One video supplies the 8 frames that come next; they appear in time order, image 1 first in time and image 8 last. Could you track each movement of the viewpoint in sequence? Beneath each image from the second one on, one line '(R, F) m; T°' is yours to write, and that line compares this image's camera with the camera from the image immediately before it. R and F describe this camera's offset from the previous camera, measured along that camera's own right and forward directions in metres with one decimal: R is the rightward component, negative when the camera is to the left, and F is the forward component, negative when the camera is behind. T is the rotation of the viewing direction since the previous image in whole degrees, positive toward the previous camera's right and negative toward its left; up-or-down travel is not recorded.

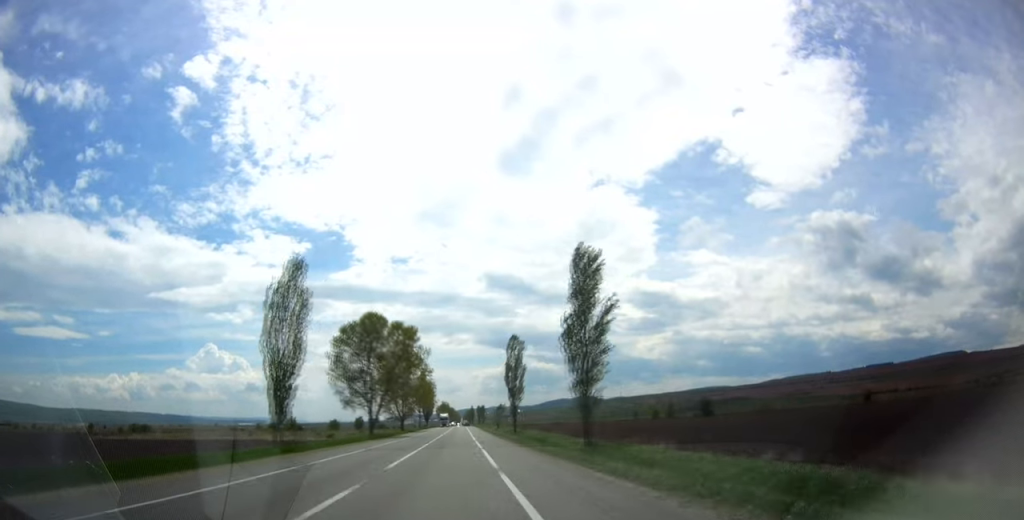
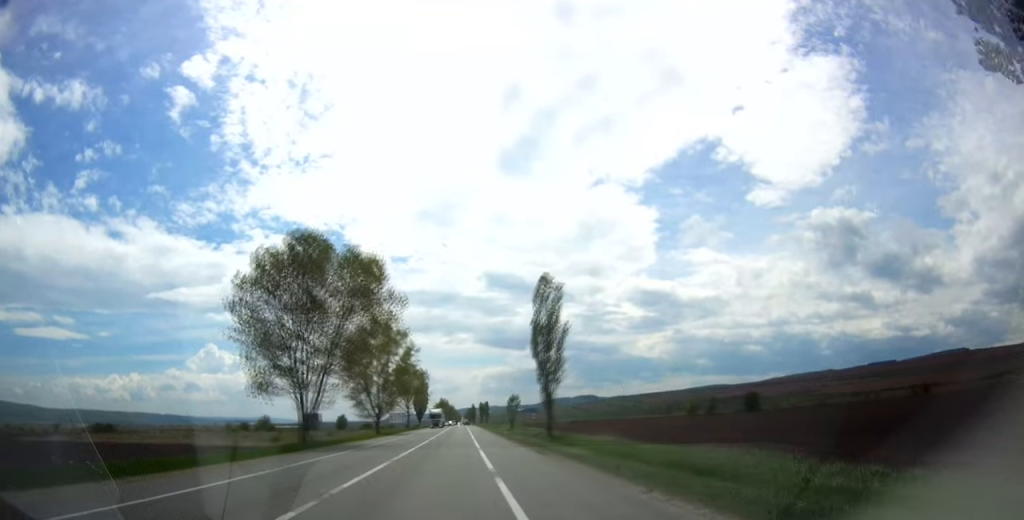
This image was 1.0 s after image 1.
(0.0, +30.9) m; 0°
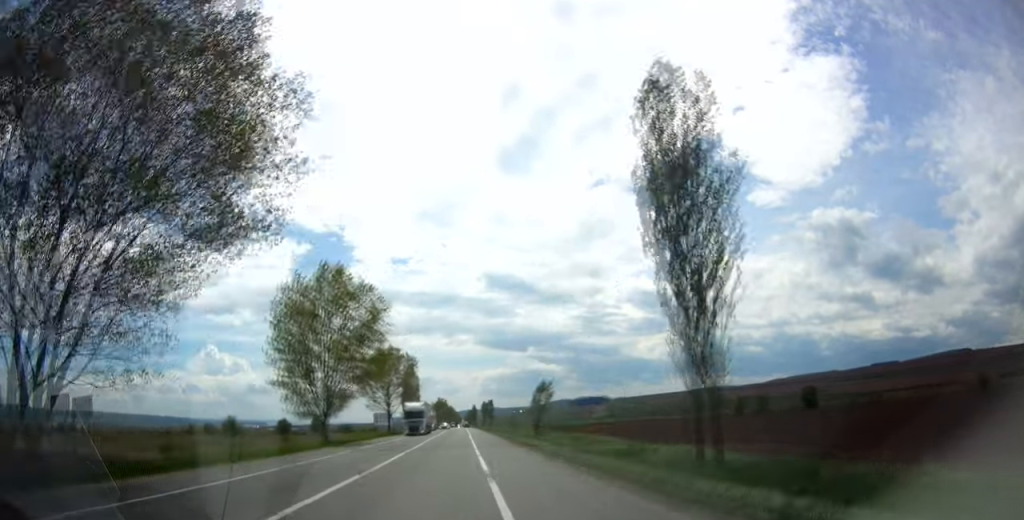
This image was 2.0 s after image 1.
(+0.2, +29.8) m; 0°
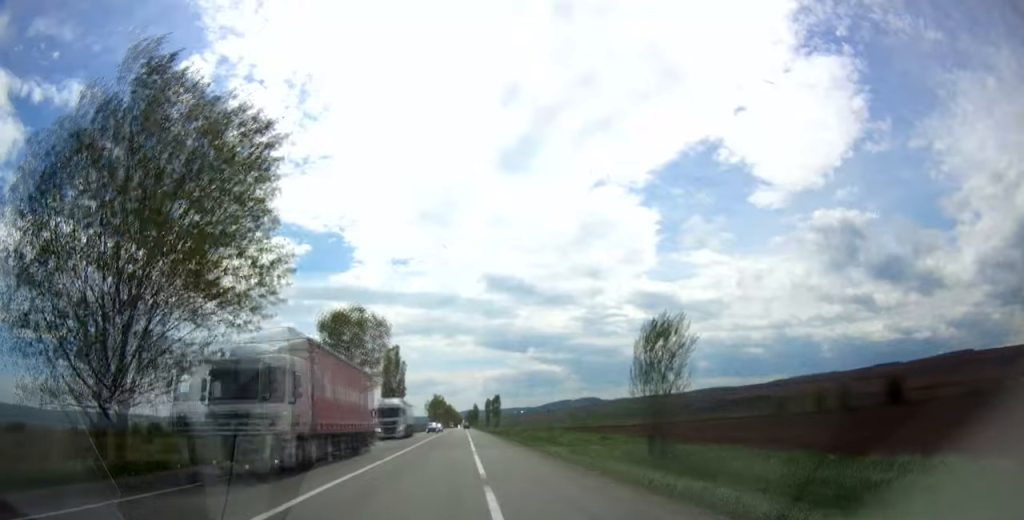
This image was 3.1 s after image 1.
(-0.1, +31.2) m; 0°
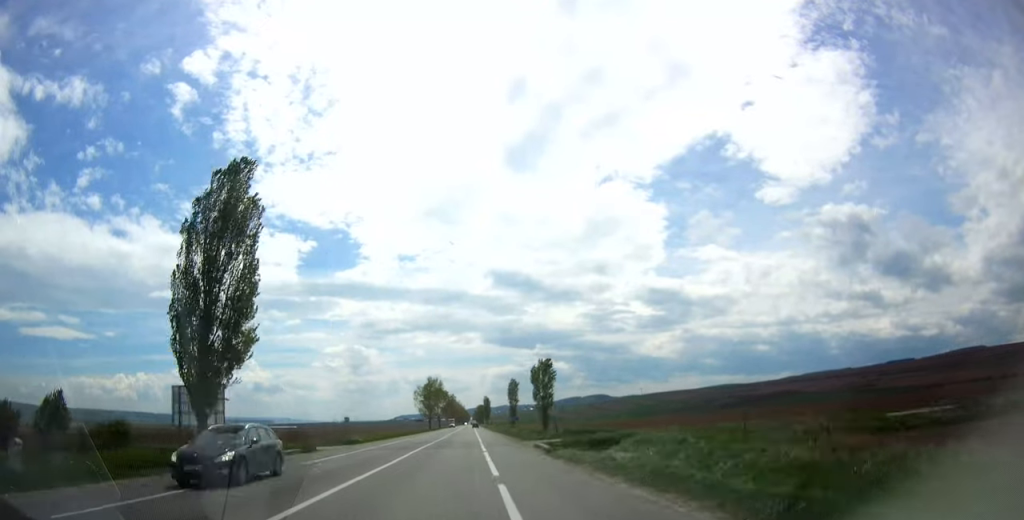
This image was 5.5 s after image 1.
(-0.1, +74.0) m; -1°
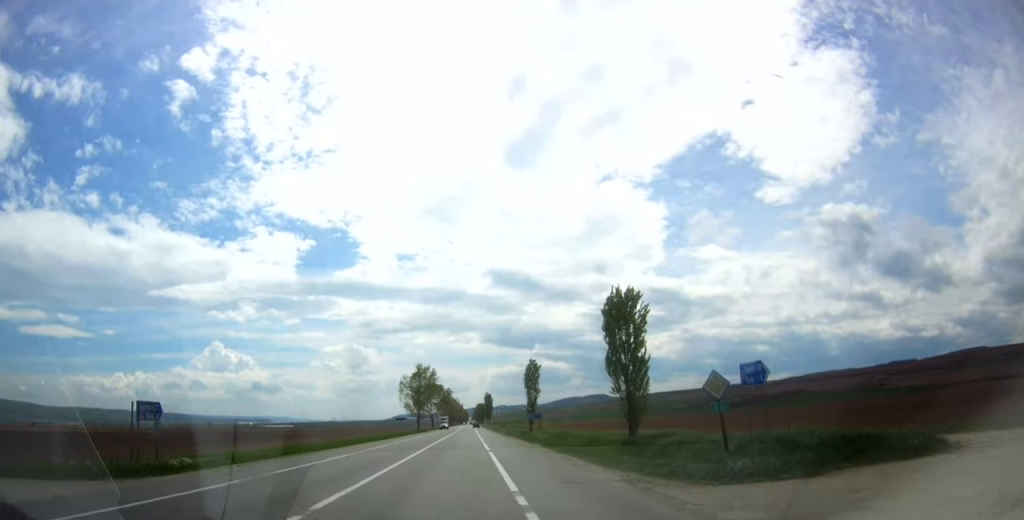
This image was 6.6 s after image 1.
(0.0, +33.1) m; 0°
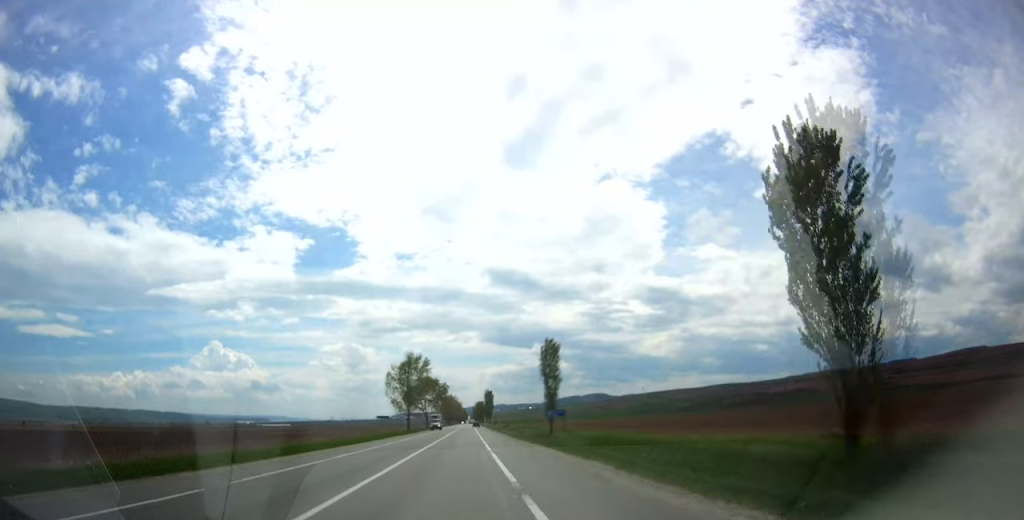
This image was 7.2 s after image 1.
(-0.1, +18.4) m; 0°
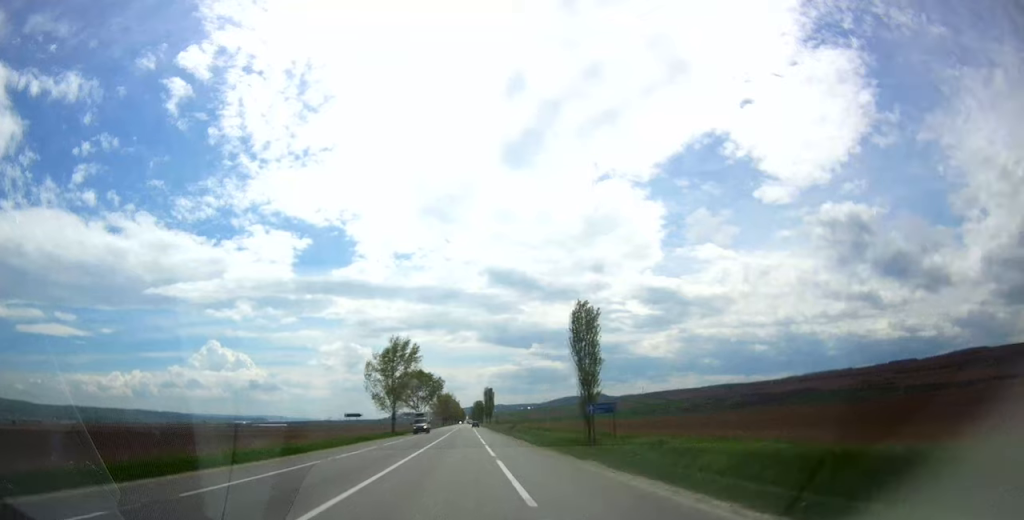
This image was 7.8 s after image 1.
(0.0, +18.4) m; 0°
